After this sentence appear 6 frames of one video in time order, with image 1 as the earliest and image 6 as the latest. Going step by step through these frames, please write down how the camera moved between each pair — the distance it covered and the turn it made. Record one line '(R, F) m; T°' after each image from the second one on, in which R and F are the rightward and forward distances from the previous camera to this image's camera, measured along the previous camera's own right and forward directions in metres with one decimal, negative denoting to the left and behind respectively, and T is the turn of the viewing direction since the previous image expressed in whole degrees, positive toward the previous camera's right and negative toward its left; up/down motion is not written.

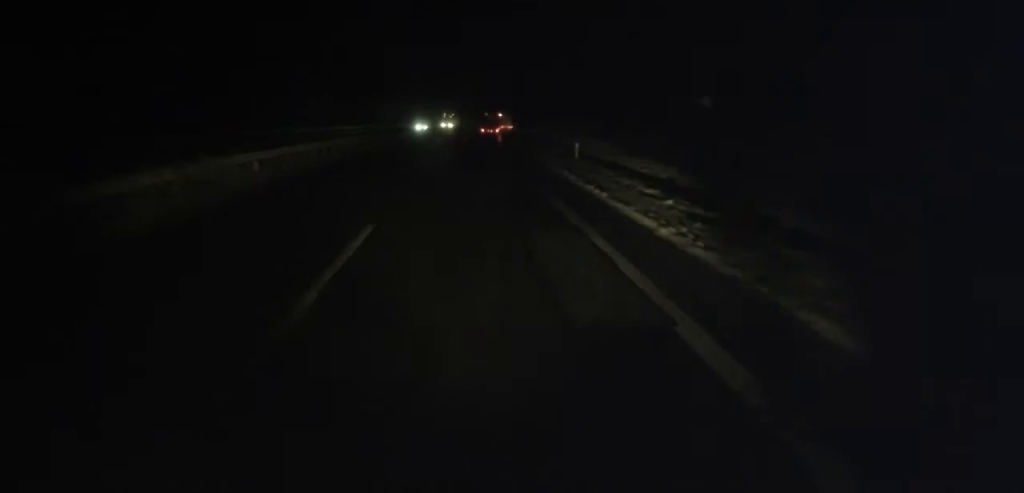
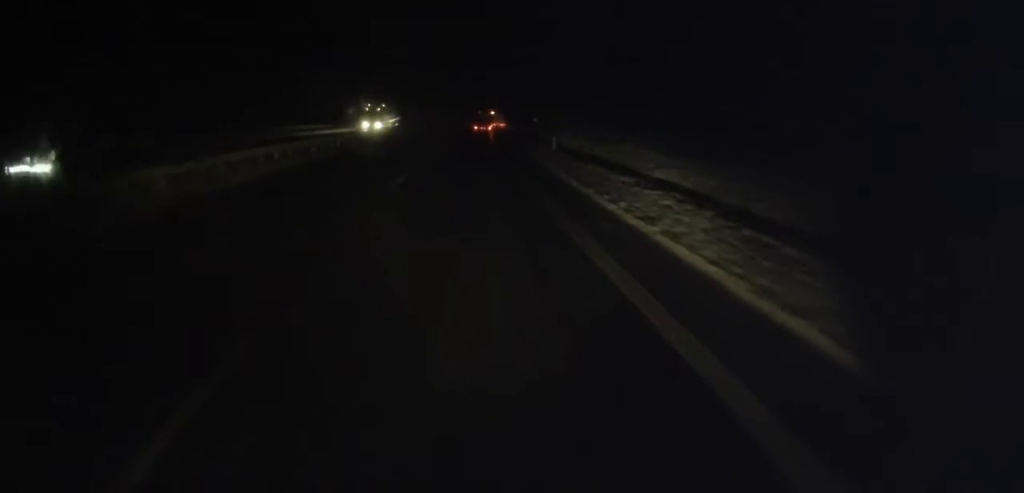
(+0.4, +41.4) m; 0°
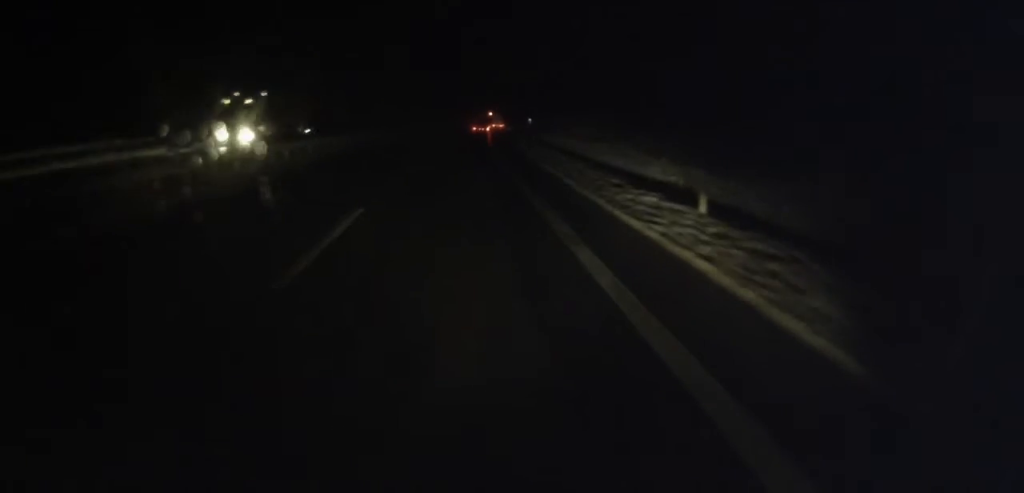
(+0.2, +27.2) m; +2°
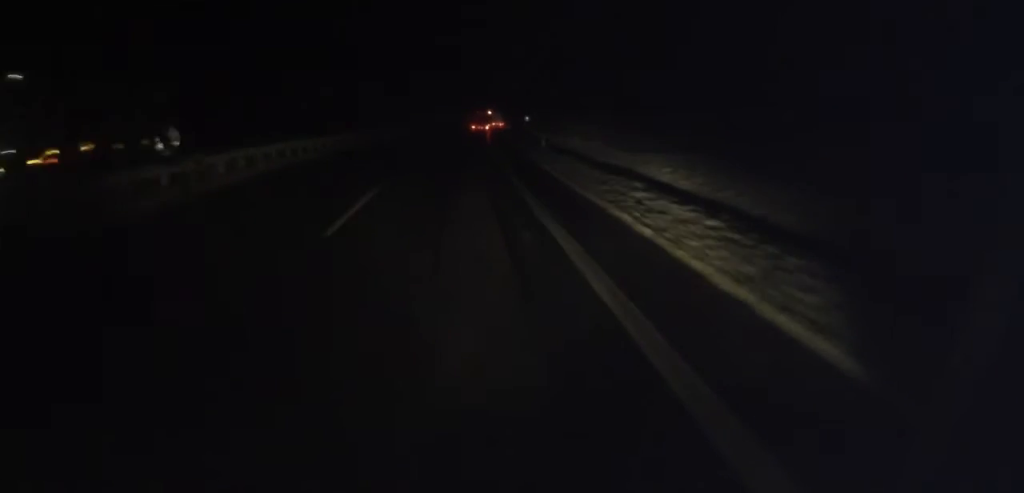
(+0.2, +14.9) m; +1°
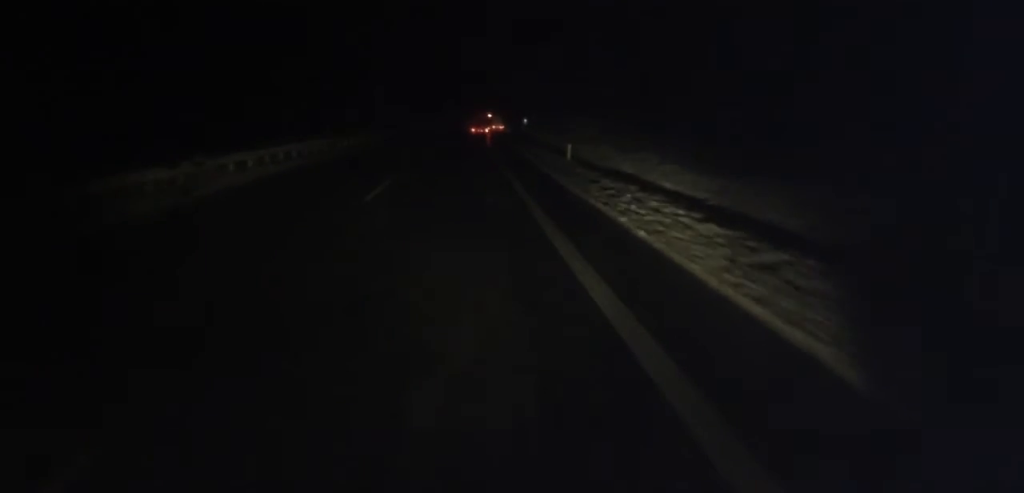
(+0.2, +12.5) m; +1°
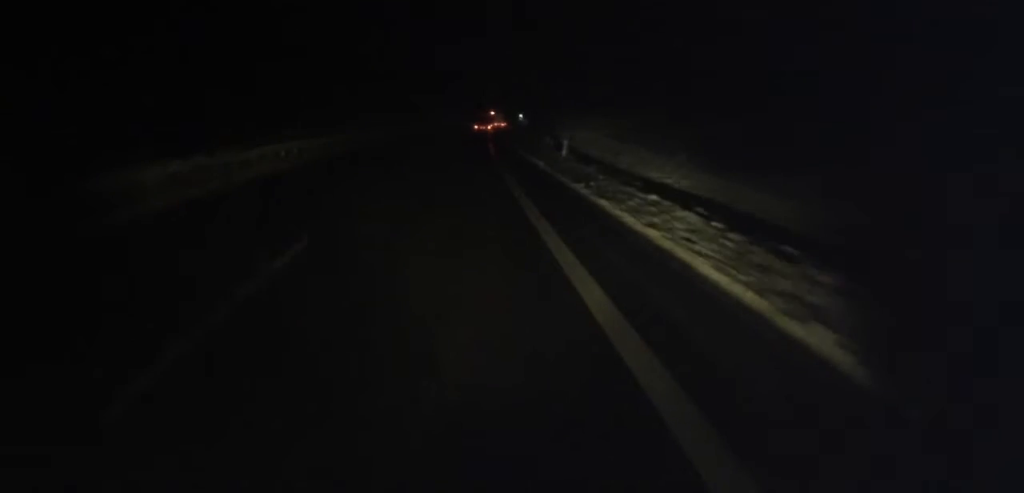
(+1.1, +46.4) m; +1°
